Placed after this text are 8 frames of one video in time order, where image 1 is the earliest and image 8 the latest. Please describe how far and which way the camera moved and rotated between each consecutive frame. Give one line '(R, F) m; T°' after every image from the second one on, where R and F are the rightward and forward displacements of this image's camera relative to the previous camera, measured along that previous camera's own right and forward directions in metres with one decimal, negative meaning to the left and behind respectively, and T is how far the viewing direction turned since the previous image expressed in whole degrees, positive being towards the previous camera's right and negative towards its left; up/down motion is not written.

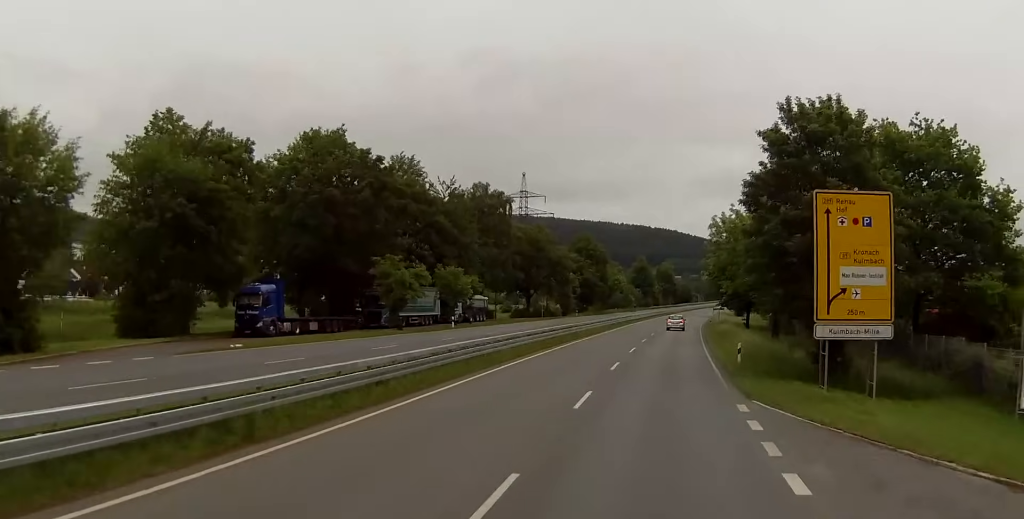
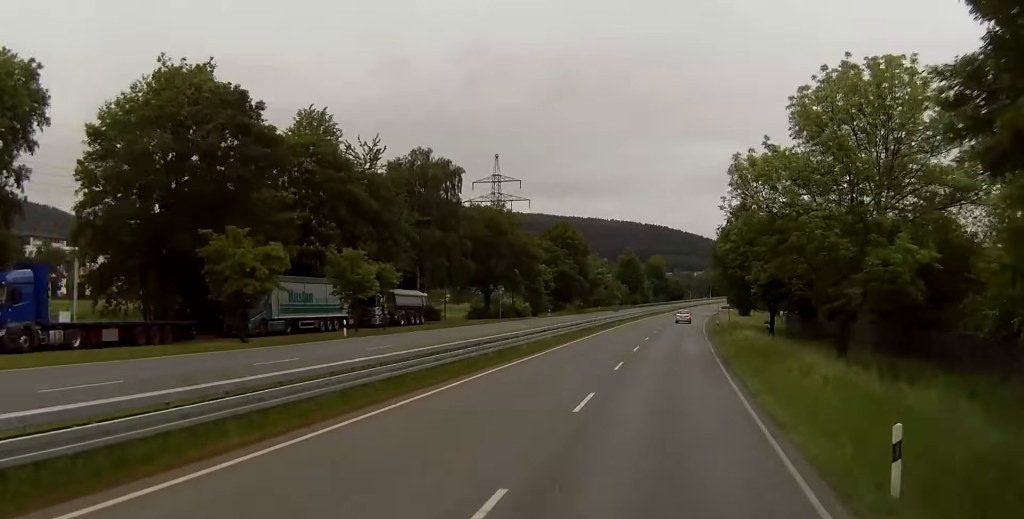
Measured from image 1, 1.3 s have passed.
(+0.5, +25.1) m; +1°
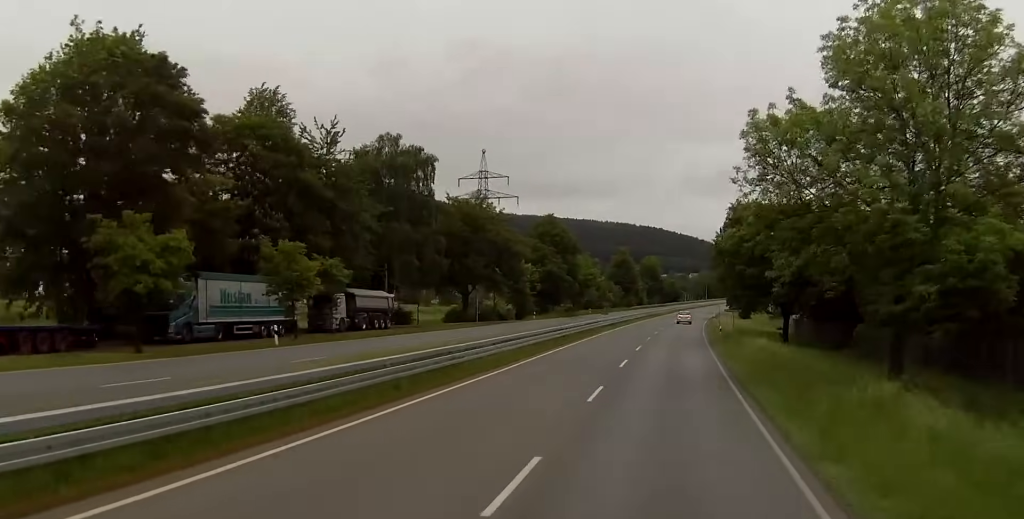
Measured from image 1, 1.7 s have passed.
(0.0, +9.3) m; 0°
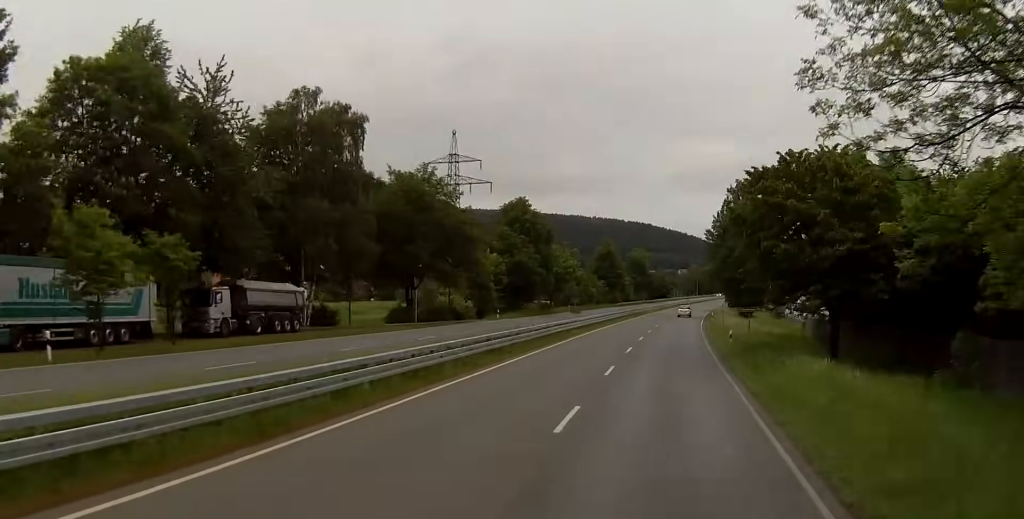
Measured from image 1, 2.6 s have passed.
(0.0, +17.9) m; 0°
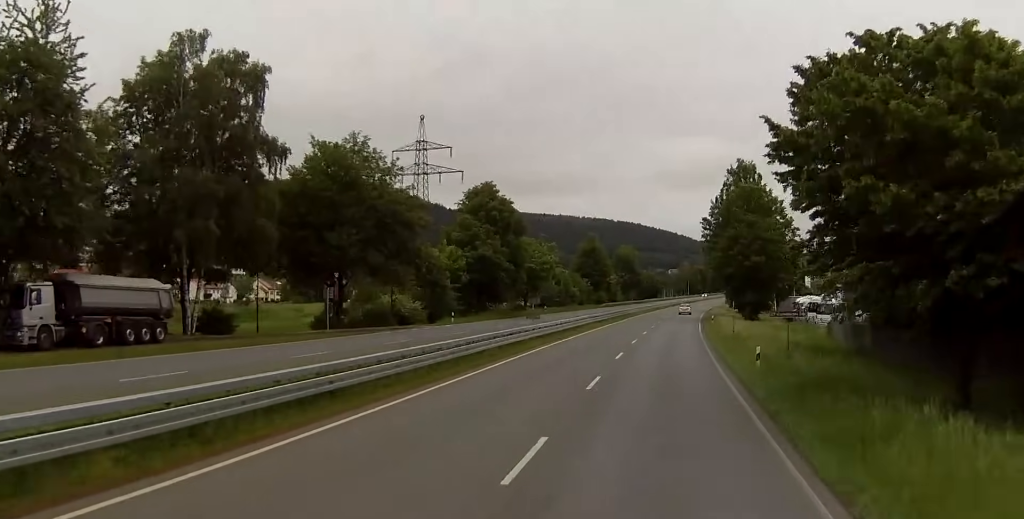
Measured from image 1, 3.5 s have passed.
(0.0, +16.6) m; +2°
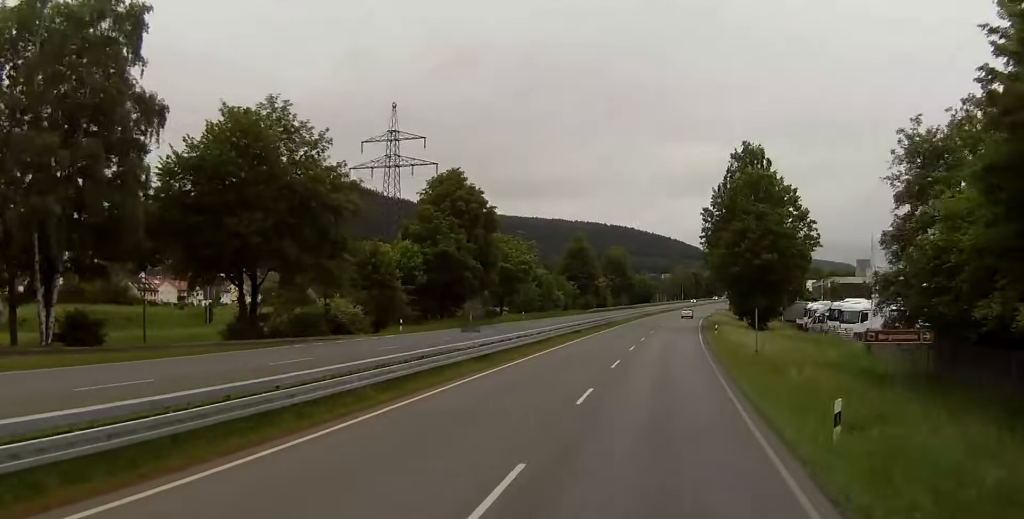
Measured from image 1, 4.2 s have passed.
(+0.3, +13.9) m; 0°
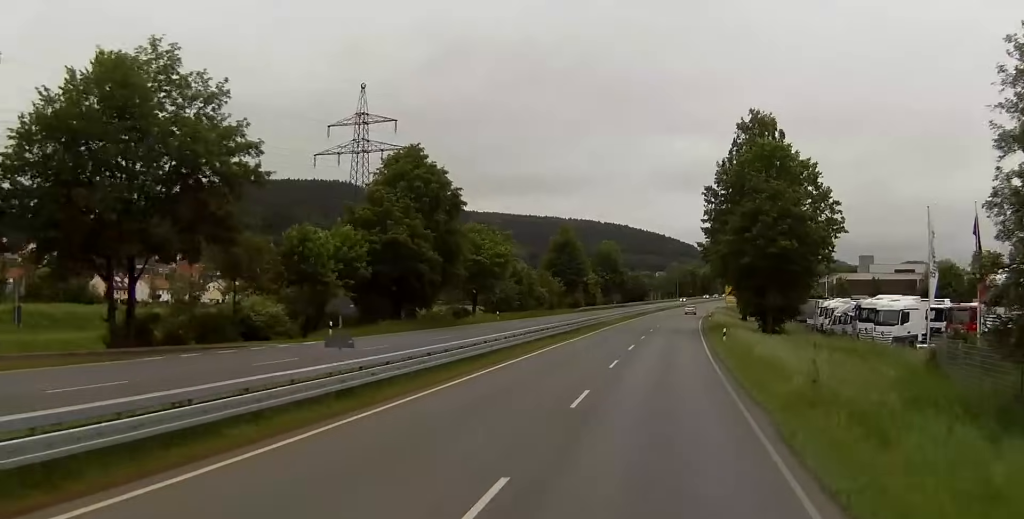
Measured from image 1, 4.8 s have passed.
(+0.2, +13.2) m; 0°
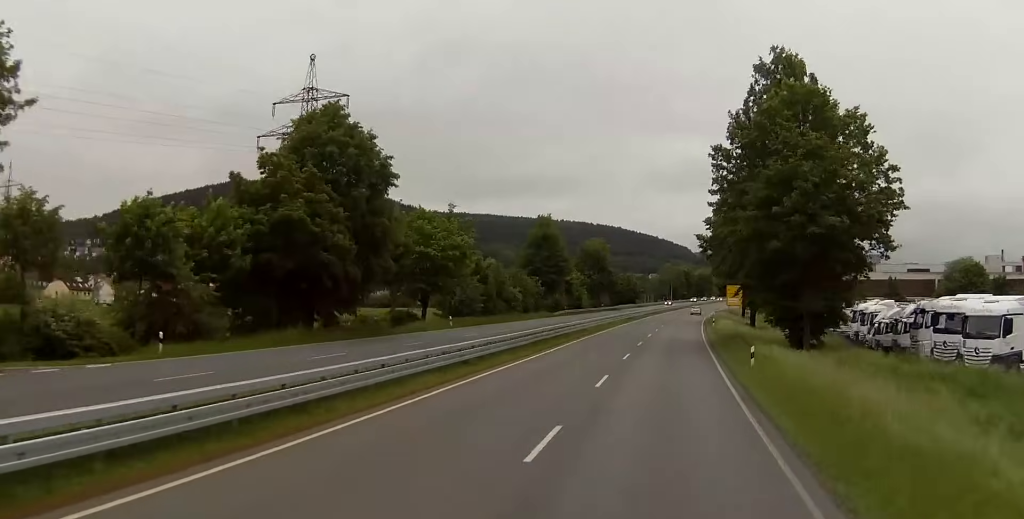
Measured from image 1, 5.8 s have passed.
(-0.5, +18.5) m; 0°
